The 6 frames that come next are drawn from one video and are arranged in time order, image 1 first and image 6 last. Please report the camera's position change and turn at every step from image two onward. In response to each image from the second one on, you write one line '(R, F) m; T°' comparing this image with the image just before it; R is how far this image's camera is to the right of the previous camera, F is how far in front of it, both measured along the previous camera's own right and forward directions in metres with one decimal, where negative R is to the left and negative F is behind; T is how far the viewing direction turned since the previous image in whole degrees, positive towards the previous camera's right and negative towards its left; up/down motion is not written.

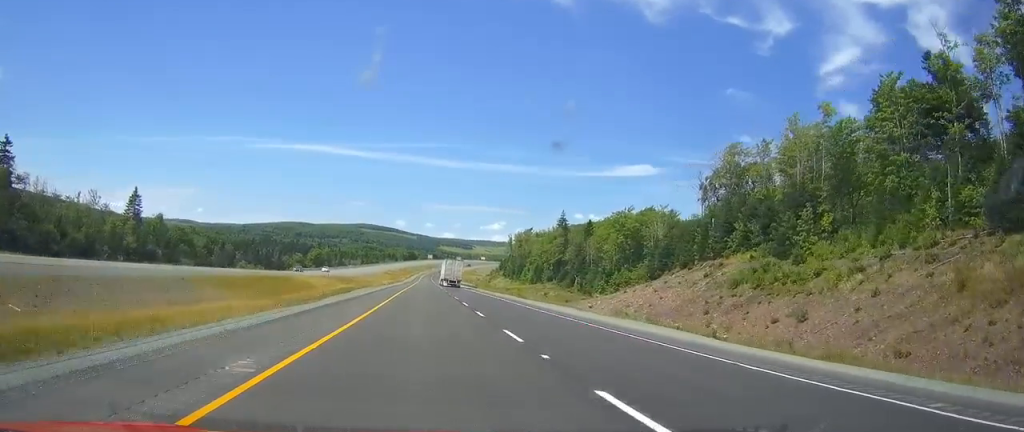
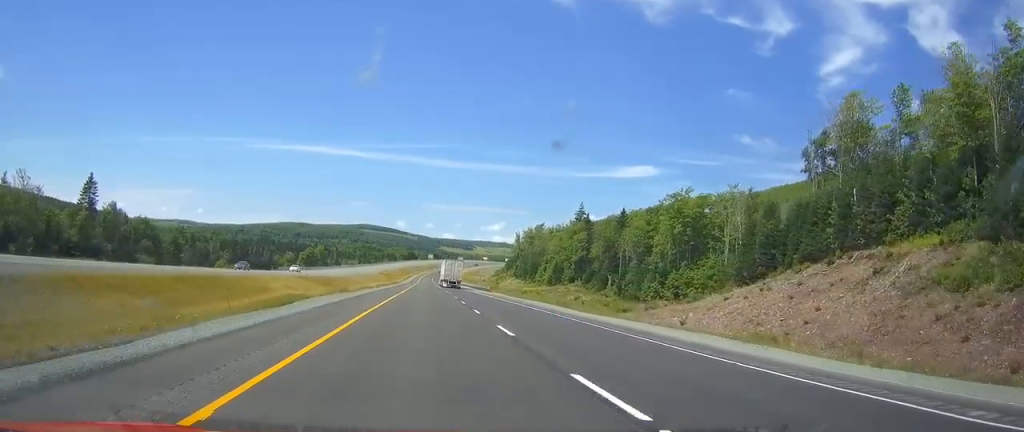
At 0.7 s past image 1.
(-0.1, +26.0) m; 0°
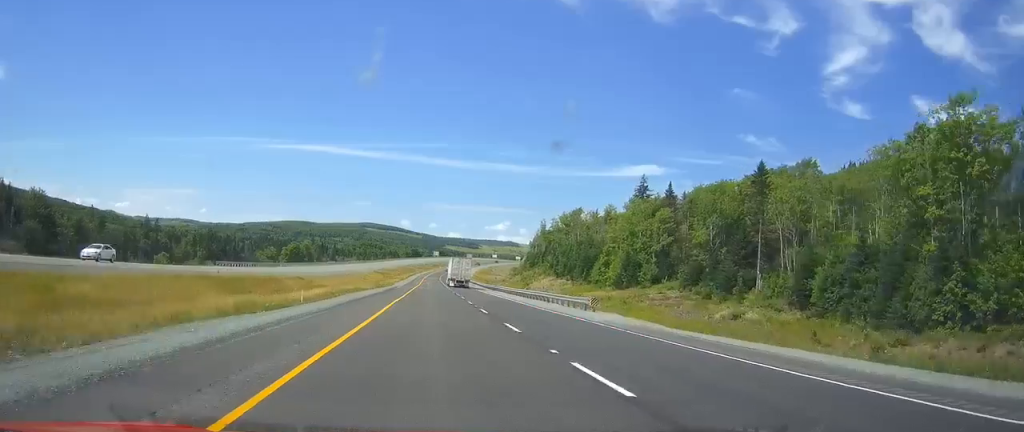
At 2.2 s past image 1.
(-0.1, +53.4) m; 0°
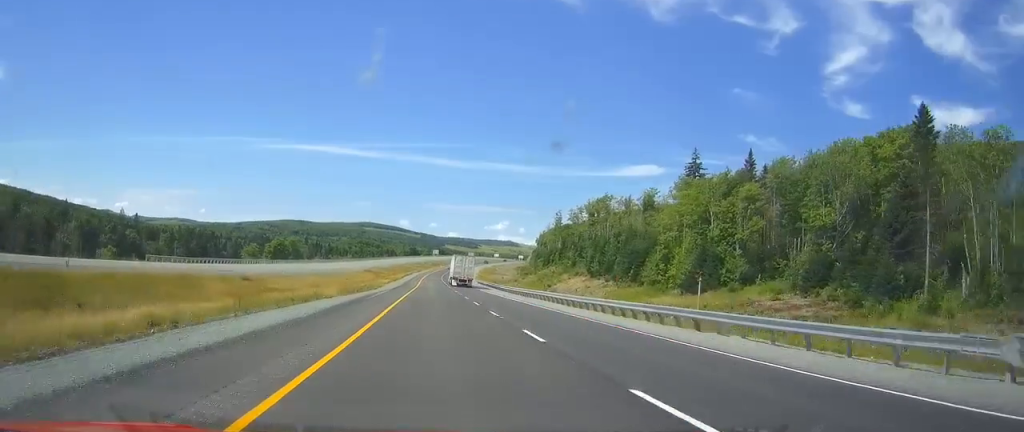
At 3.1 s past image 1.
(0.0, +29.8) m; 0°
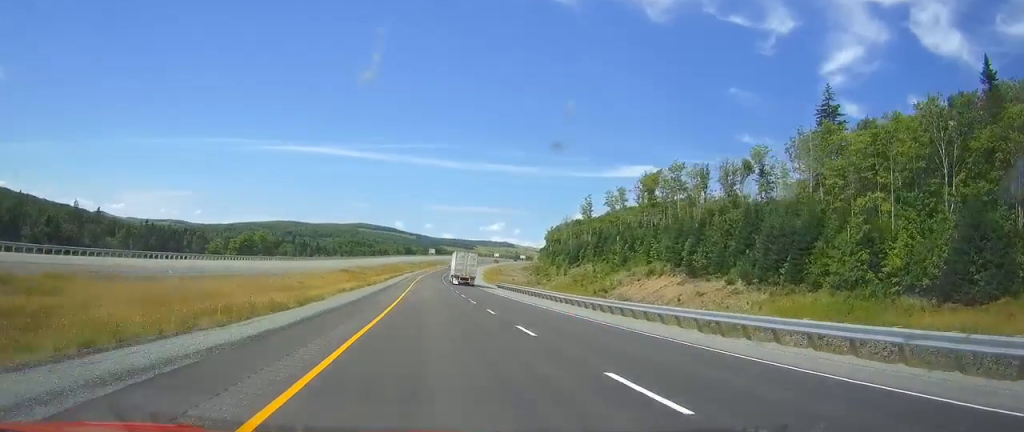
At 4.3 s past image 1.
(+0.2, +44.1) m; 0°
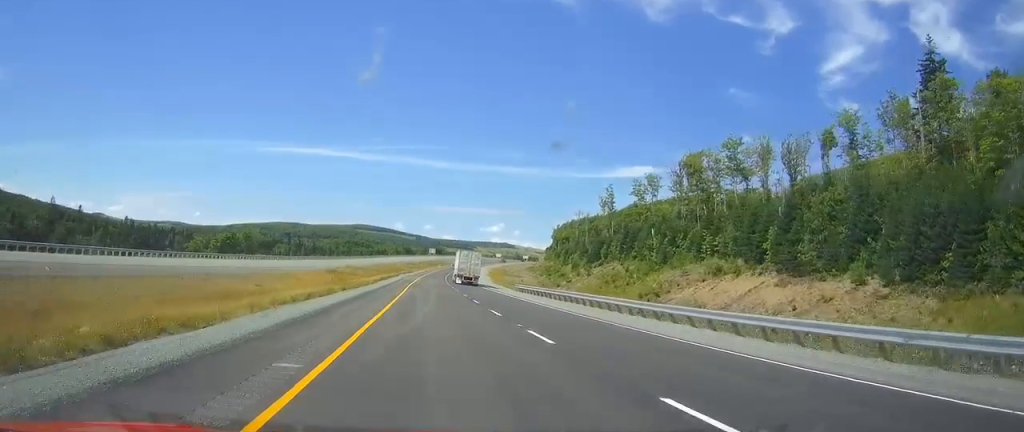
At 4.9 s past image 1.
(0.0, +20.3) m; 0°
